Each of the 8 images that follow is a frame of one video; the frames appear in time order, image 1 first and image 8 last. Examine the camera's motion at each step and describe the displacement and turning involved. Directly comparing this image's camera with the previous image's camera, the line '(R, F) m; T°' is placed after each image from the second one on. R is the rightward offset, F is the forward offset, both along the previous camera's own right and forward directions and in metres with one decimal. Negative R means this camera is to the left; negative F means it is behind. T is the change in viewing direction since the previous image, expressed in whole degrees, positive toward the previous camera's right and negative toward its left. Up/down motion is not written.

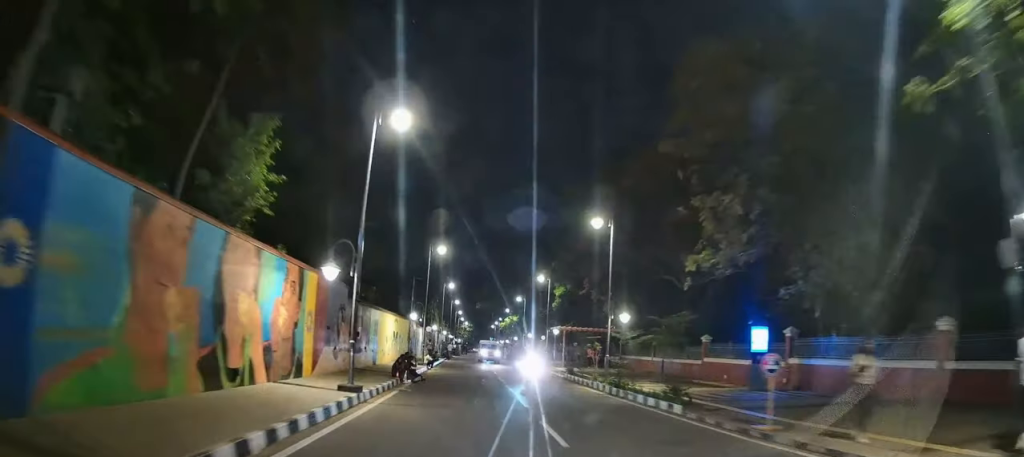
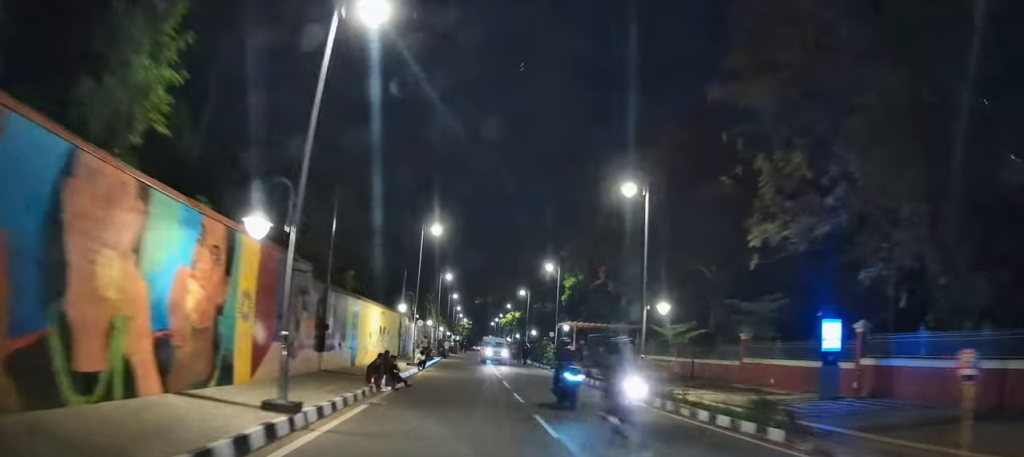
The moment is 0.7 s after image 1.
(+0.1, +5.3) m; 0°
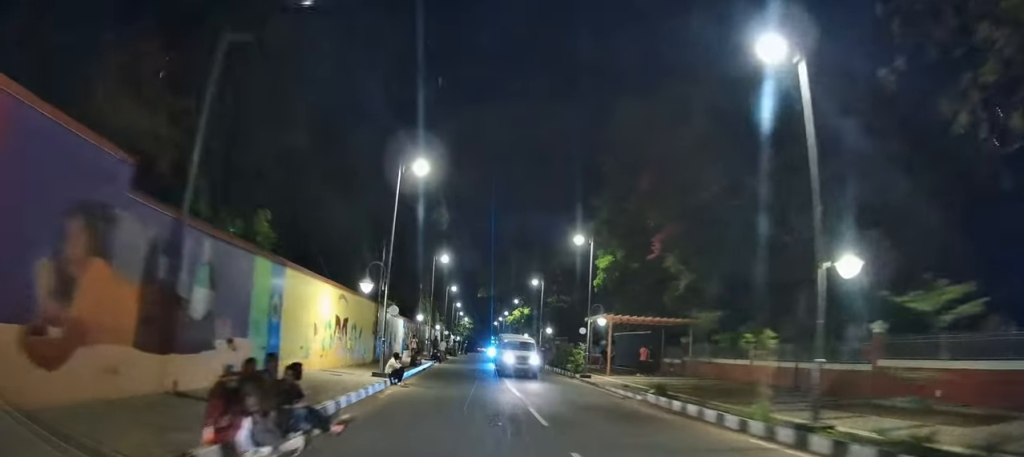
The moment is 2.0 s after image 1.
(-0.1, +10.2) m; -1°
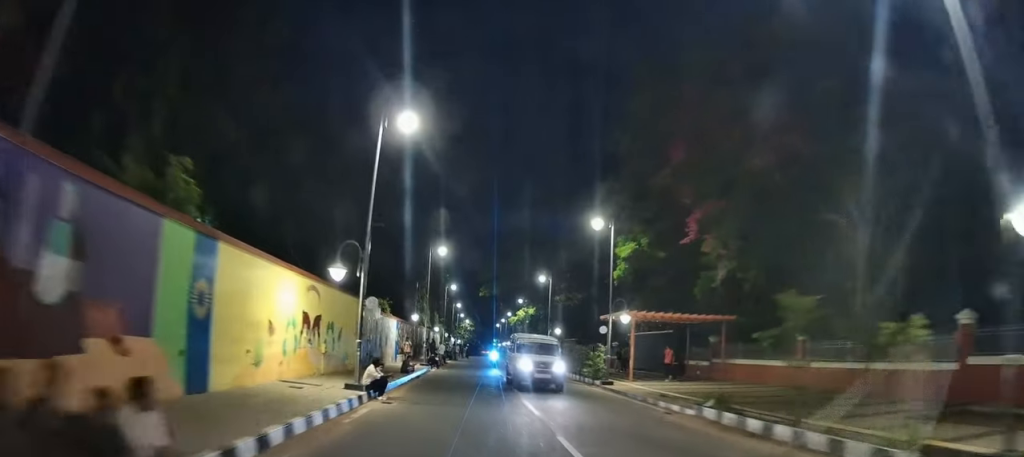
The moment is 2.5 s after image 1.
(0.0, +4.1) m; 0°
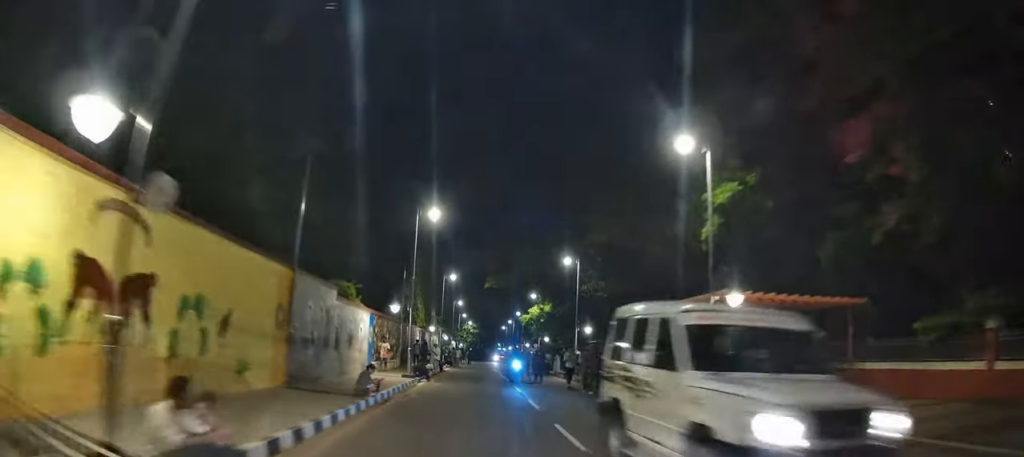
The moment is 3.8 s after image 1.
(+0.2, +10.6) m; +2°
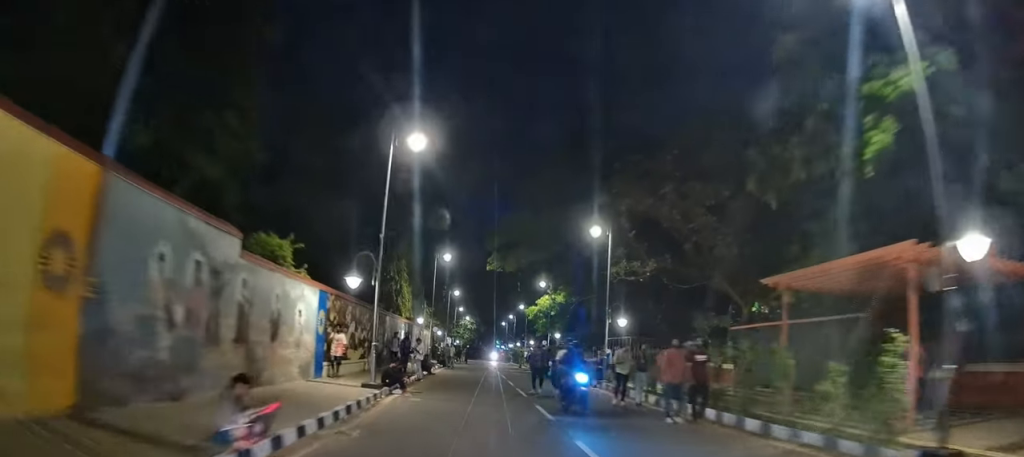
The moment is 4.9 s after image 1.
(0.0, +8.1) m; 0°
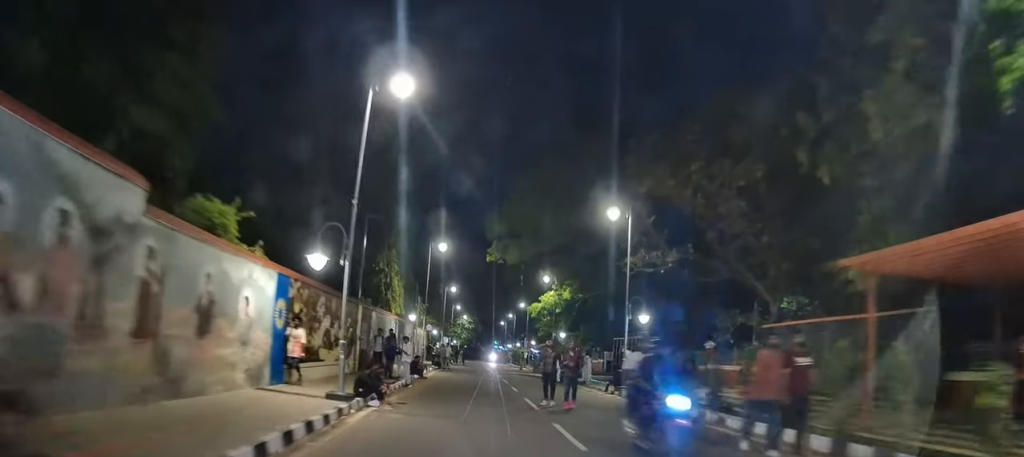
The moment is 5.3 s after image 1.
(-0.2, +3.4) m; 0°
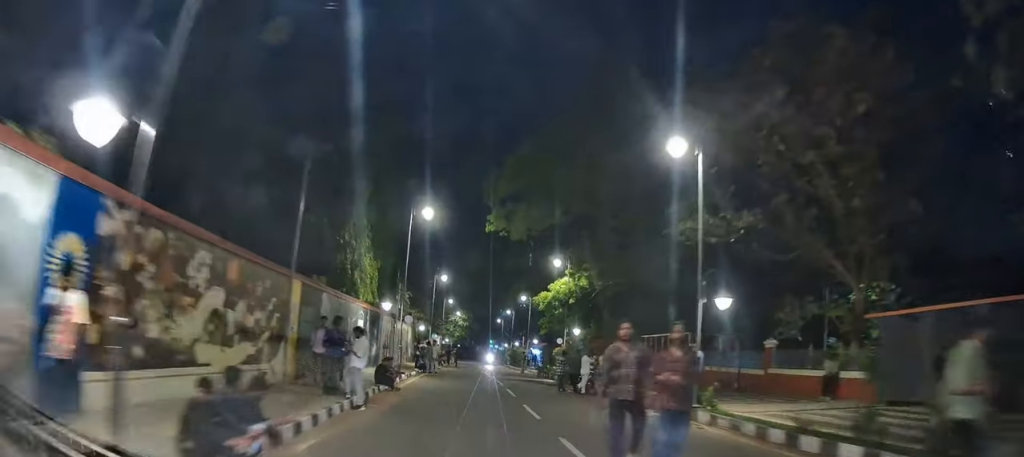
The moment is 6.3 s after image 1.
(+0.3, +7.7) m; +3°
